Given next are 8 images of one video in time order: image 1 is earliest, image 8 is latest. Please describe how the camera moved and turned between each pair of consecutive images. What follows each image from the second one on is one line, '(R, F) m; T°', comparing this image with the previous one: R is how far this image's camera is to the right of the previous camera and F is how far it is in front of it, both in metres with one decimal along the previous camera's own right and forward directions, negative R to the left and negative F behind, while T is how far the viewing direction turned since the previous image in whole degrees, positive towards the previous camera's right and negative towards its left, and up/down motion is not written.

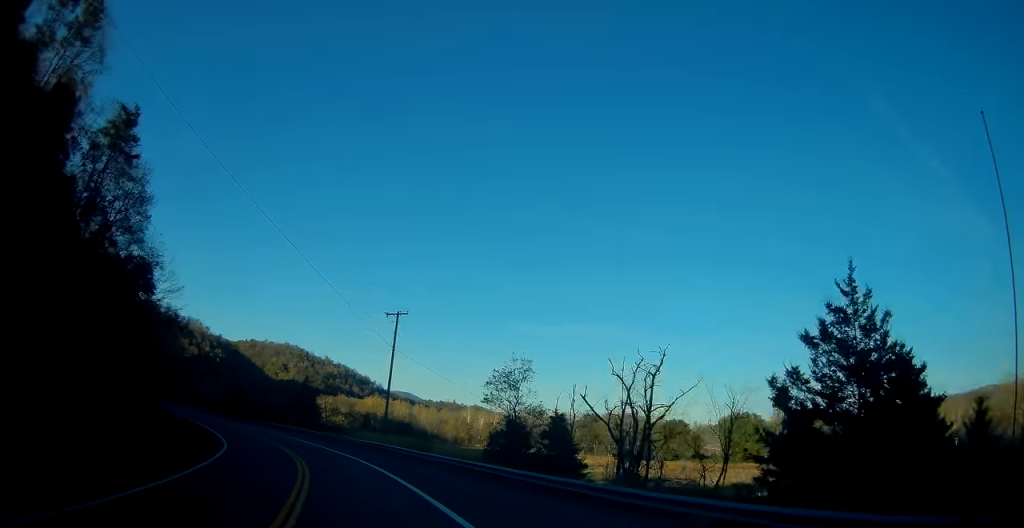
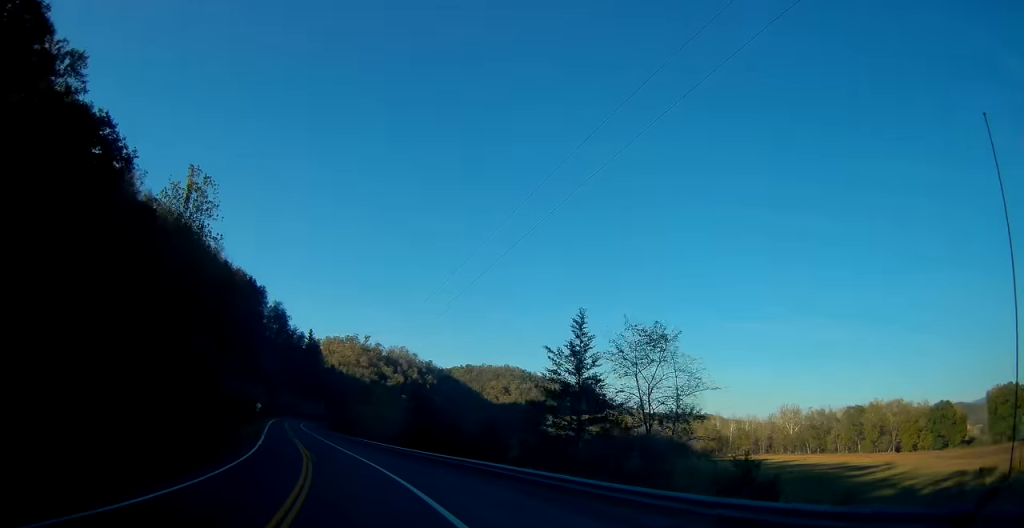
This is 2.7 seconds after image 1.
(-9.5, +50.8) m; -21°
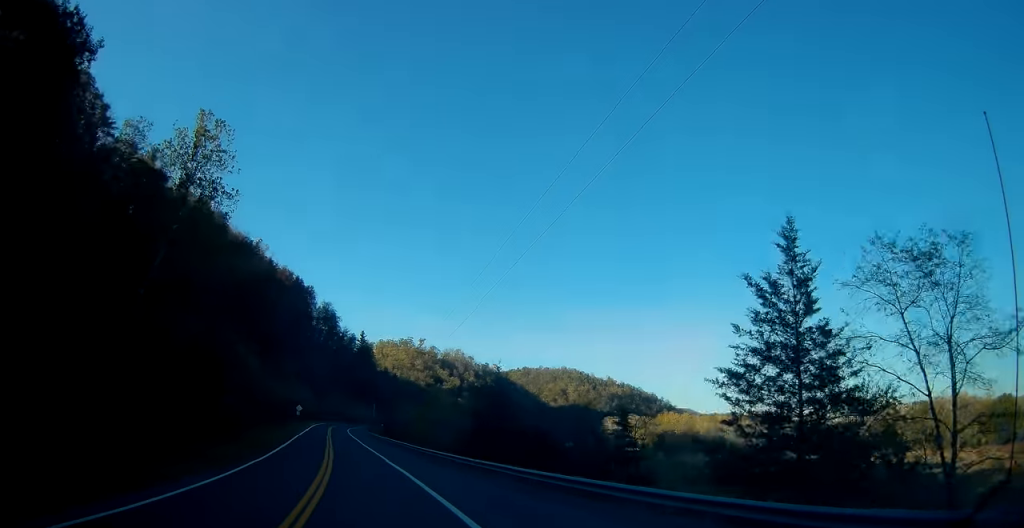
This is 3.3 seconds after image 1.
(-0.6, +13.2) m; -5°
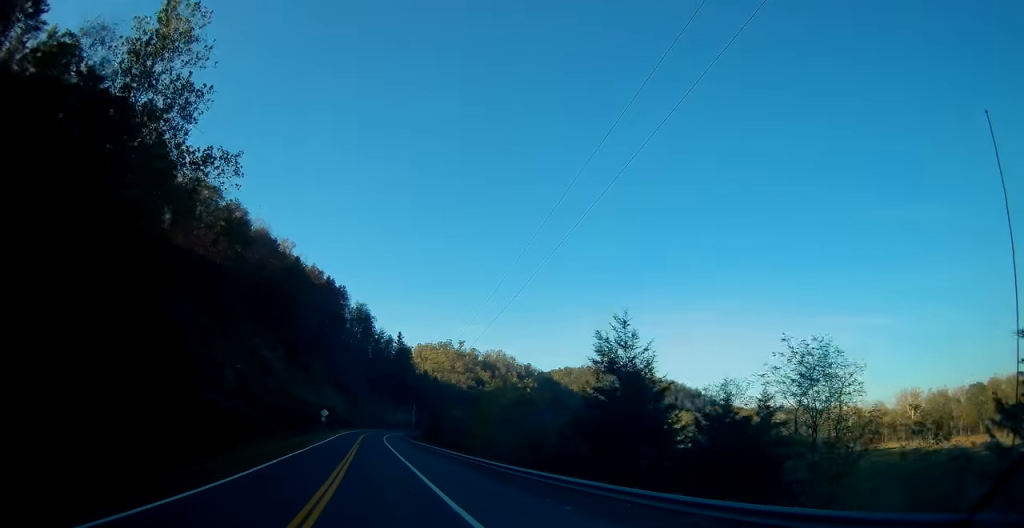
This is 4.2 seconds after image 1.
(-0.7, +17.5) m; -4°
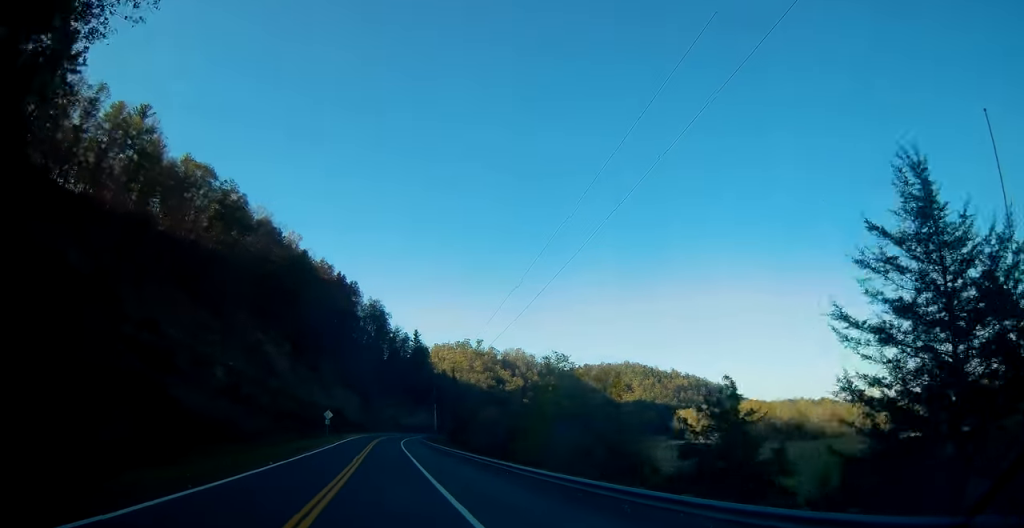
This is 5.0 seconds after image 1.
(-0.5, +16.5) m; -1°
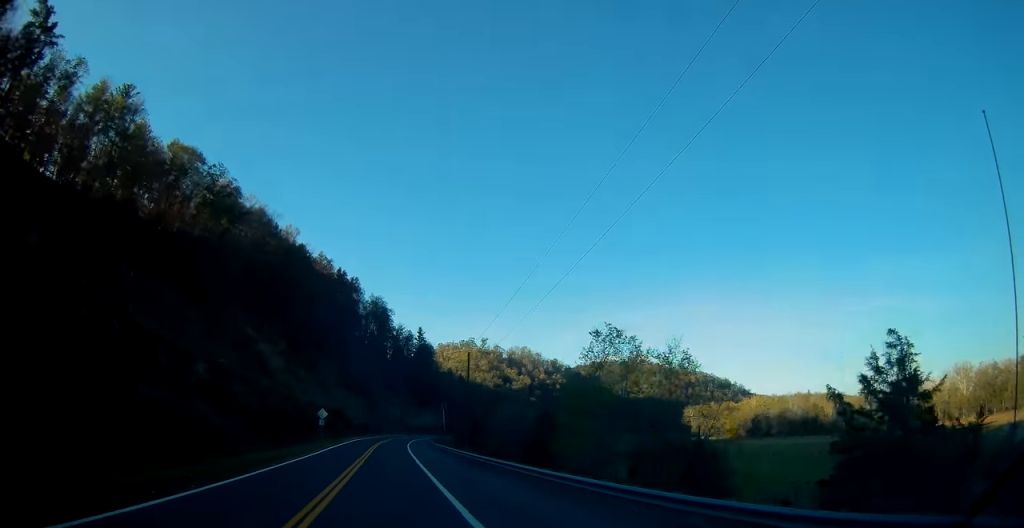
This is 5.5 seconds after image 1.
(0.0, +10.5) m; 0°
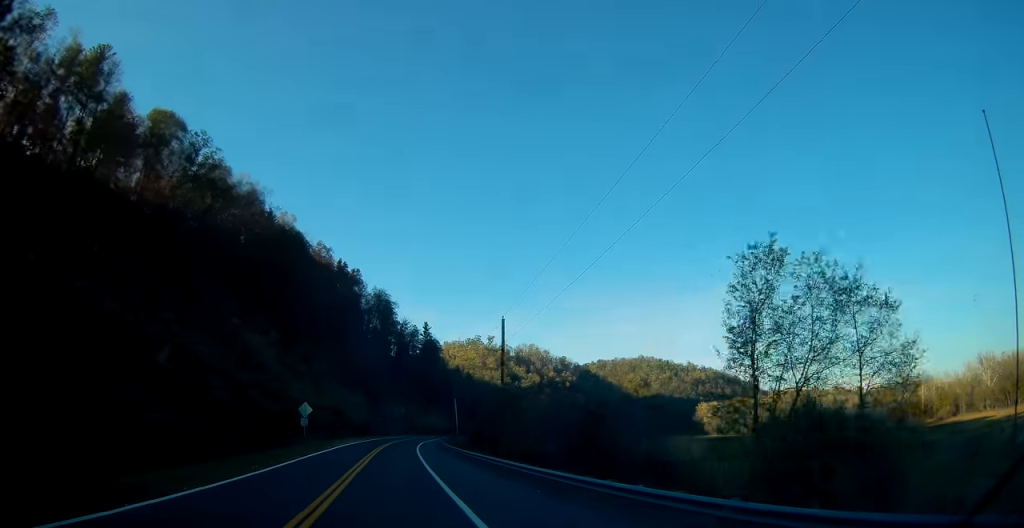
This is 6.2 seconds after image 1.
(0.0, +15.6) m; 0°
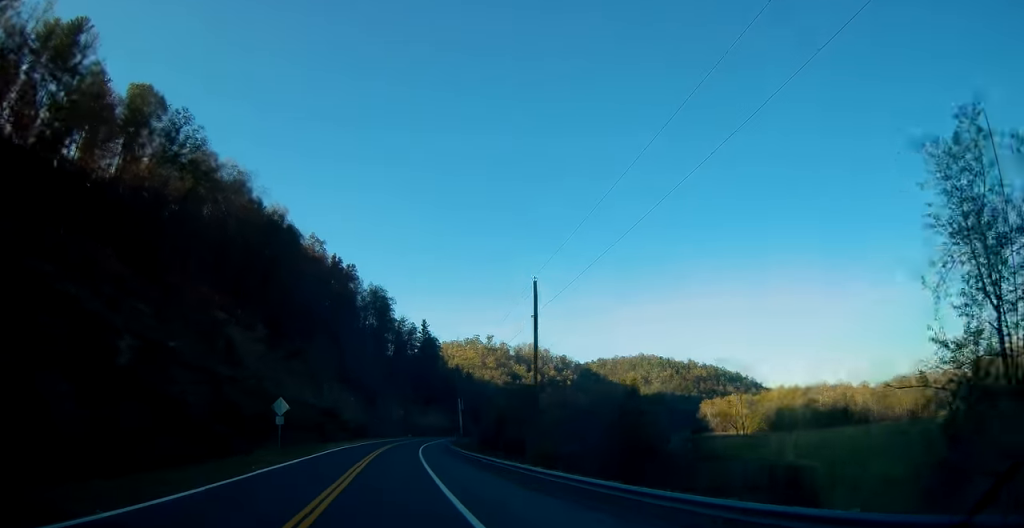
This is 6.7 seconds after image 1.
(-0.1, +10.1) m; 0°
